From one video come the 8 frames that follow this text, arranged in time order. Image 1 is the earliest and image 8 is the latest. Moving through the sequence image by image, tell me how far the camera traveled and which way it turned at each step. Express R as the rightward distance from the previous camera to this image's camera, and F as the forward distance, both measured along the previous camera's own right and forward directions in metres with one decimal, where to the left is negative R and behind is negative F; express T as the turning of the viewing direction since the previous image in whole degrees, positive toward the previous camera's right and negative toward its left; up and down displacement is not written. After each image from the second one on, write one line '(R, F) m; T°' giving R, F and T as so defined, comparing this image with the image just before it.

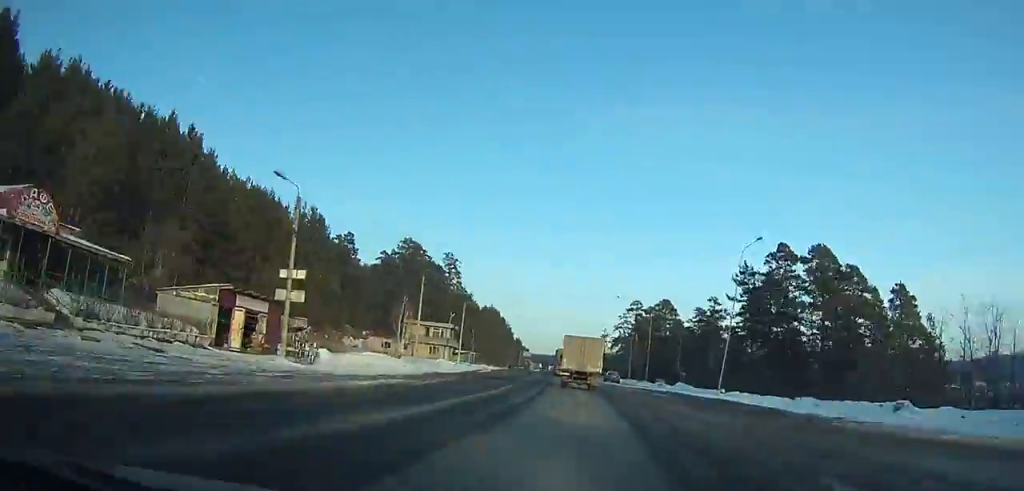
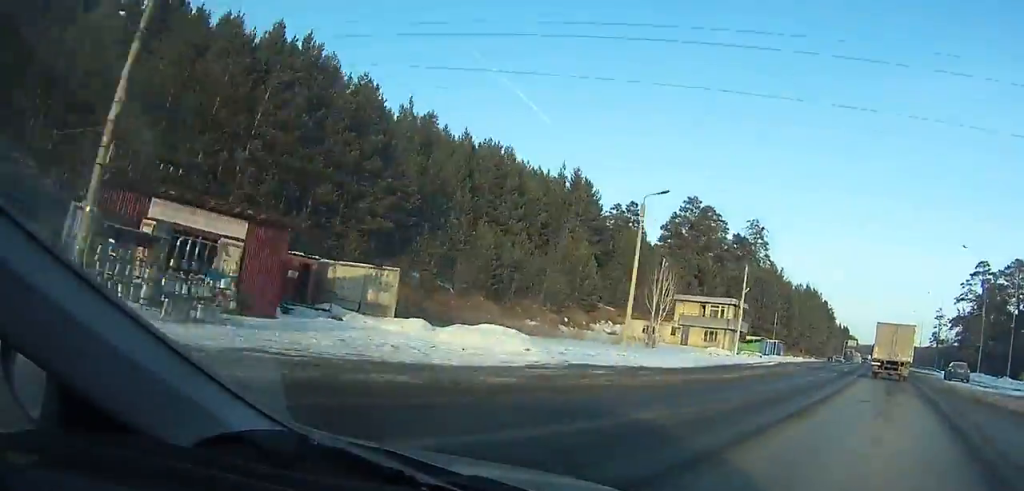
(-0.3, +25.9) m; -1°
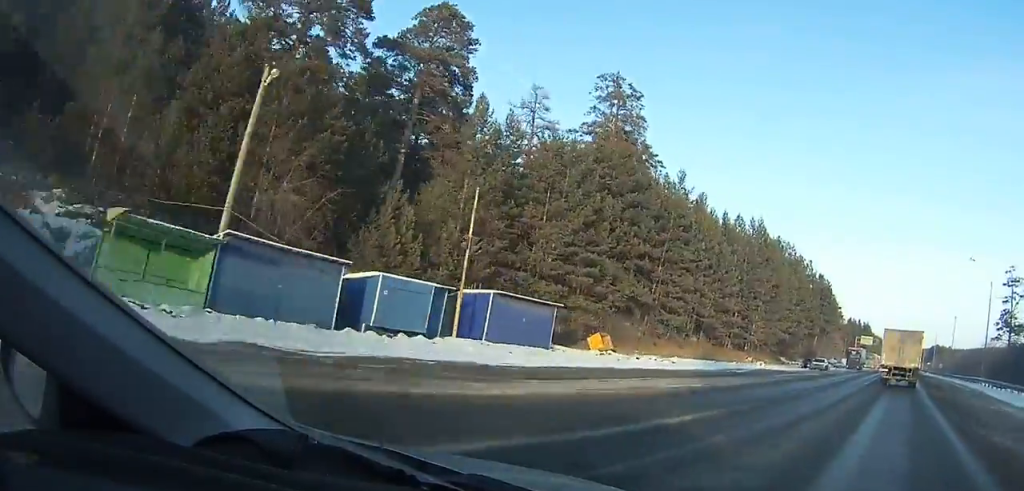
(-1.2, +75.3) m; -1°
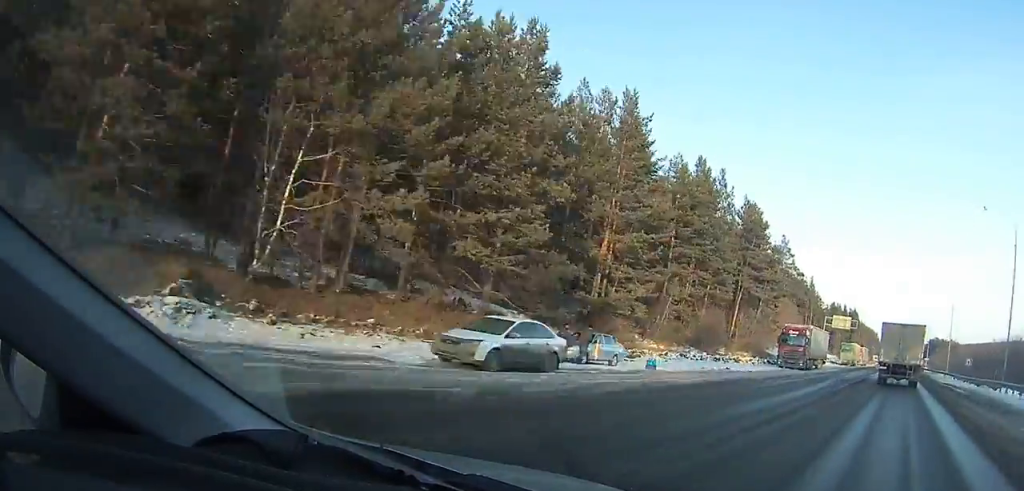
(-0.1, +58.4) m; 0°
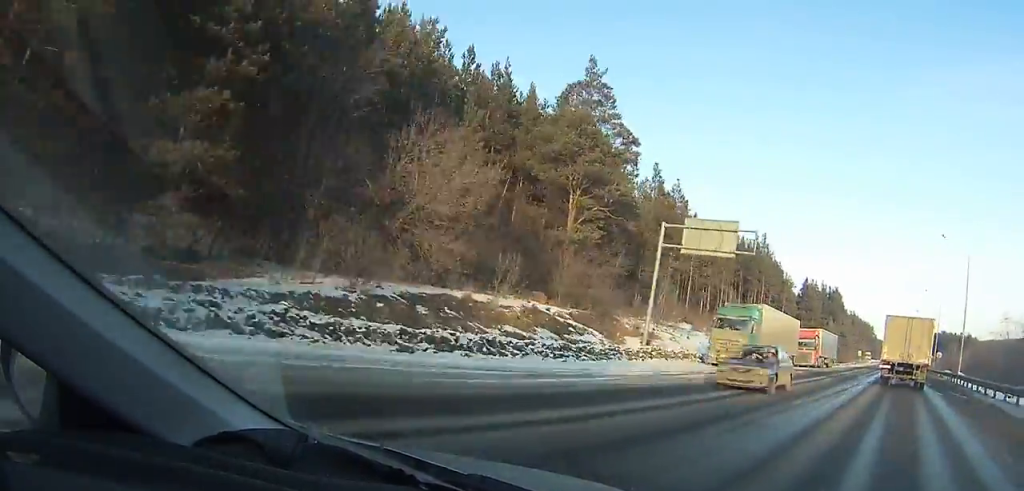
(+0.1, +72.8) m; 0°
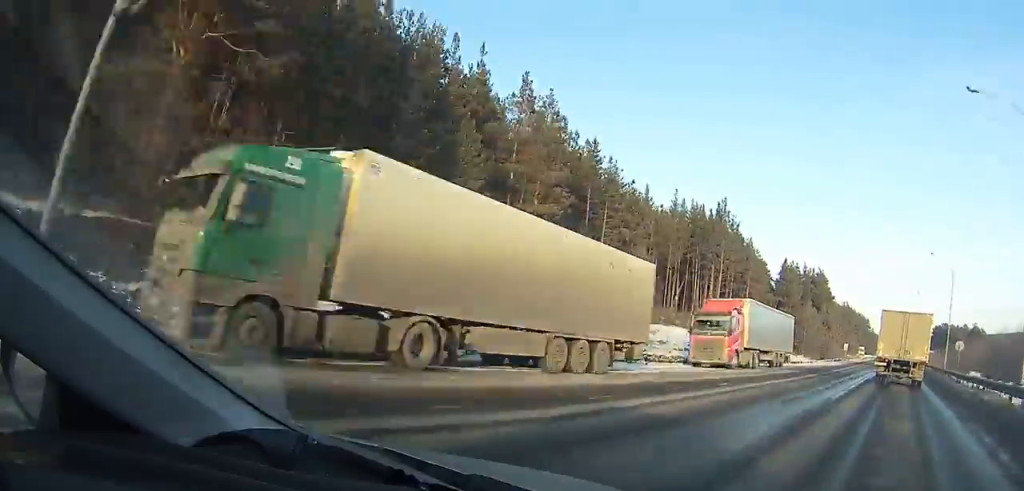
(+0.1, +30.1) m; 0°
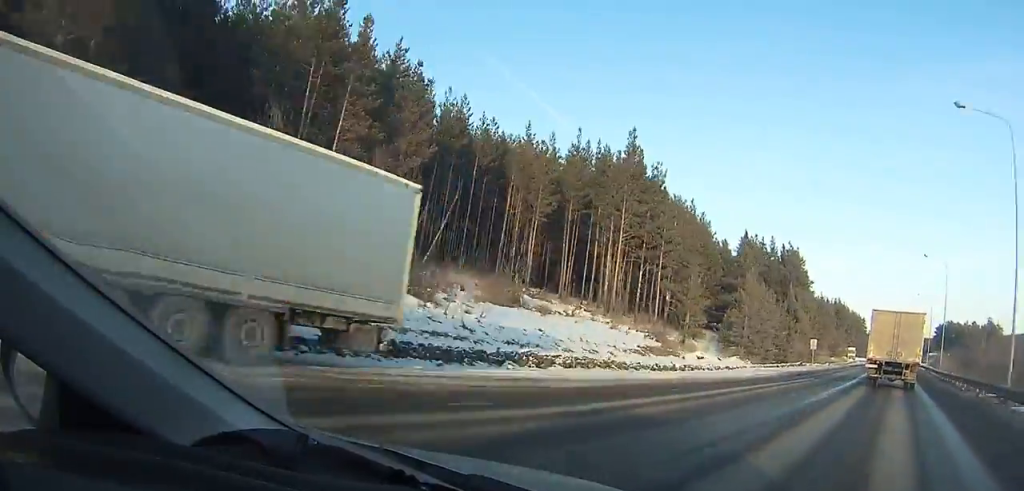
(+0.1, +38.8) m; 0°
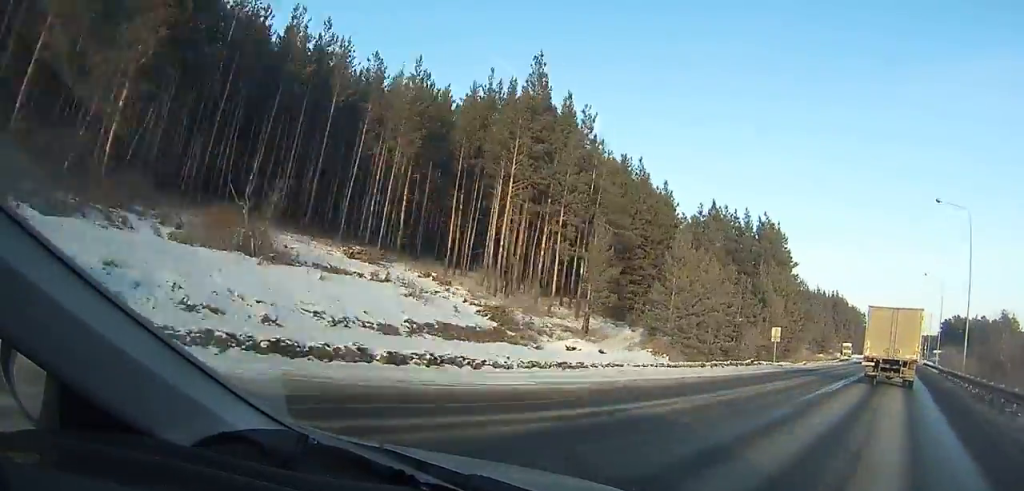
(0.0, +22.9) m; 0°
